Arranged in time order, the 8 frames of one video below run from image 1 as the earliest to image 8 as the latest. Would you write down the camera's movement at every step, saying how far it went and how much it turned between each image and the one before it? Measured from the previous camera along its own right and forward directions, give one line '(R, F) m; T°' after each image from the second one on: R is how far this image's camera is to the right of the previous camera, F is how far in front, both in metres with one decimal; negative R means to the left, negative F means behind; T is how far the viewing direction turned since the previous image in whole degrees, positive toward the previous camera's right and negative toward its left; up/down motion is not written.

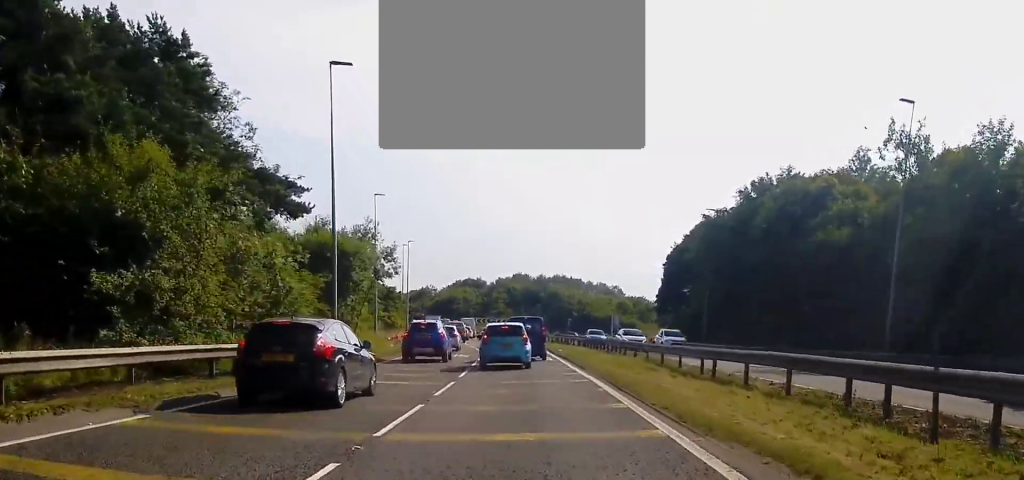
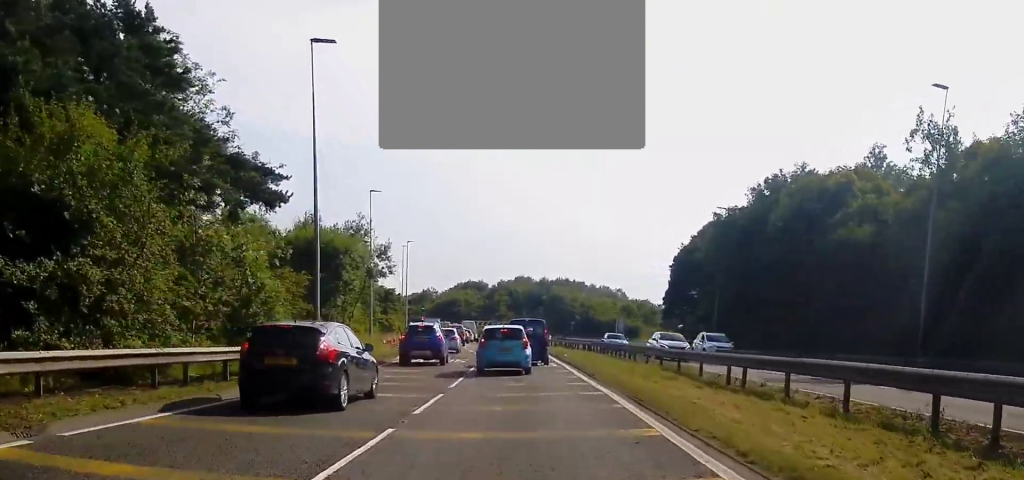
(0.0, +3.1) m; 0°
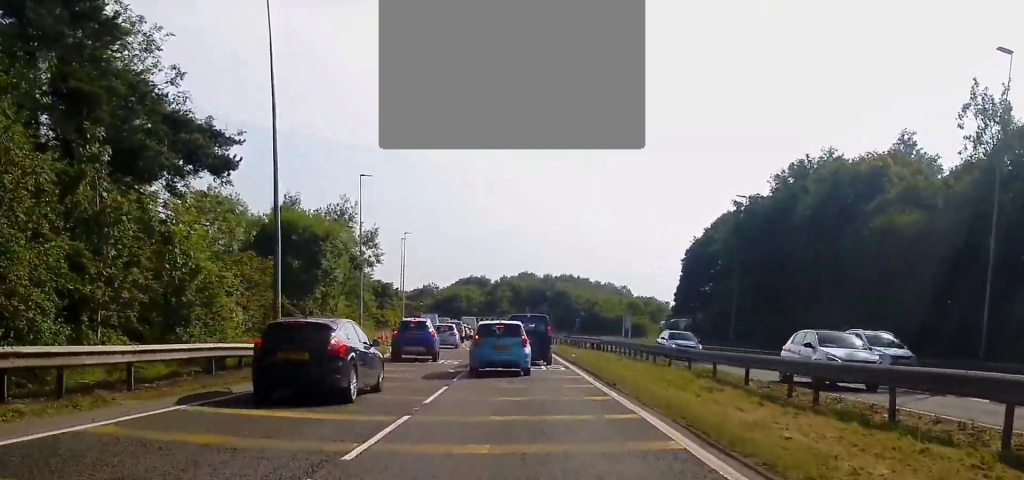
(+0.3, +5.0) m; 0°
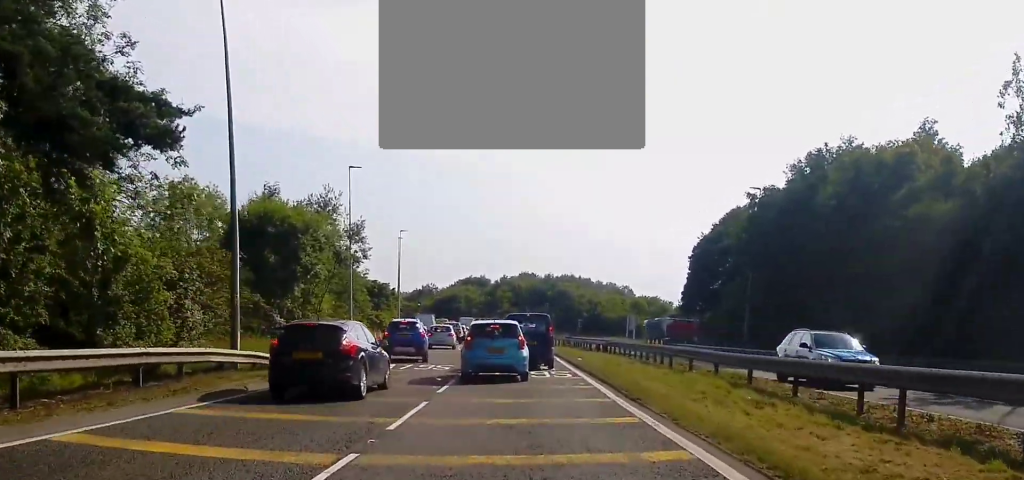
(-0.2, +3.5) m; -1°
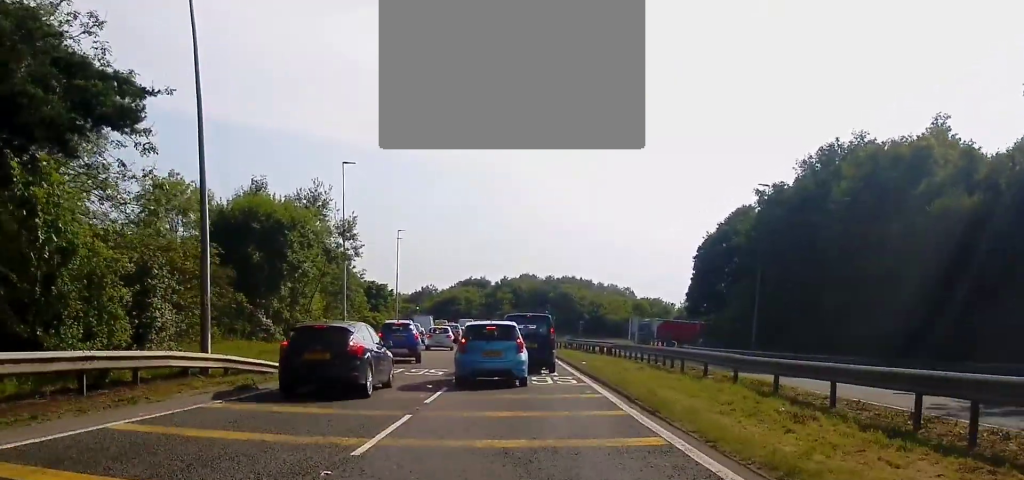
(-0.1, +2.2) m; 0°
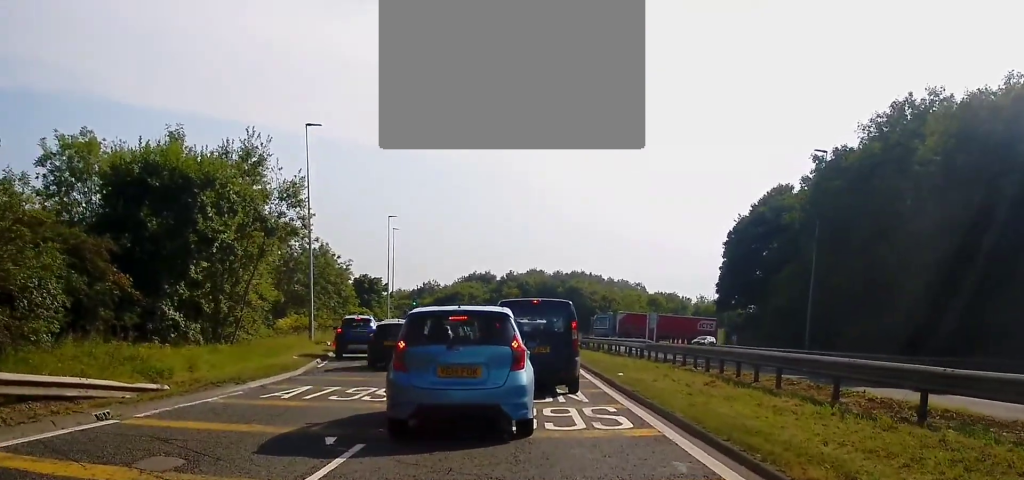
(0.0, +9.2) m; +1°
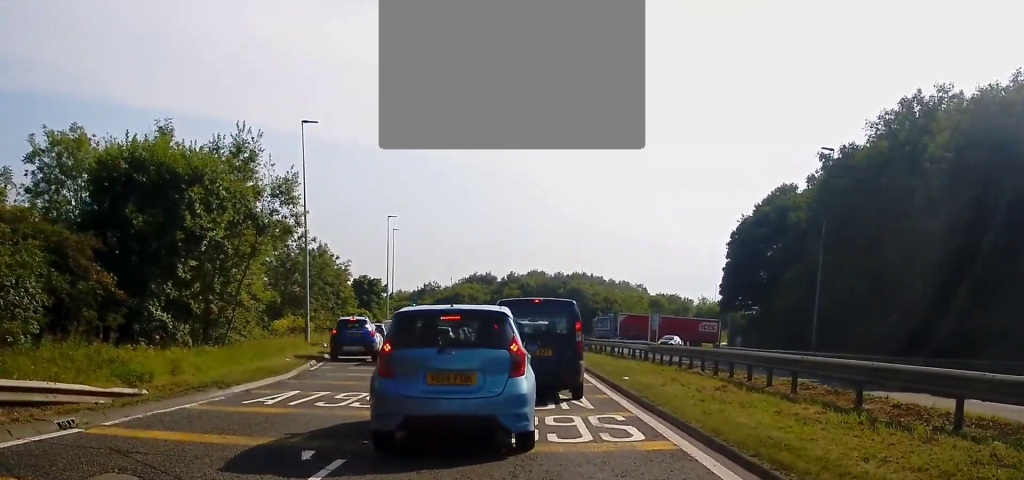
(+0.1, +0.8) m; 0°
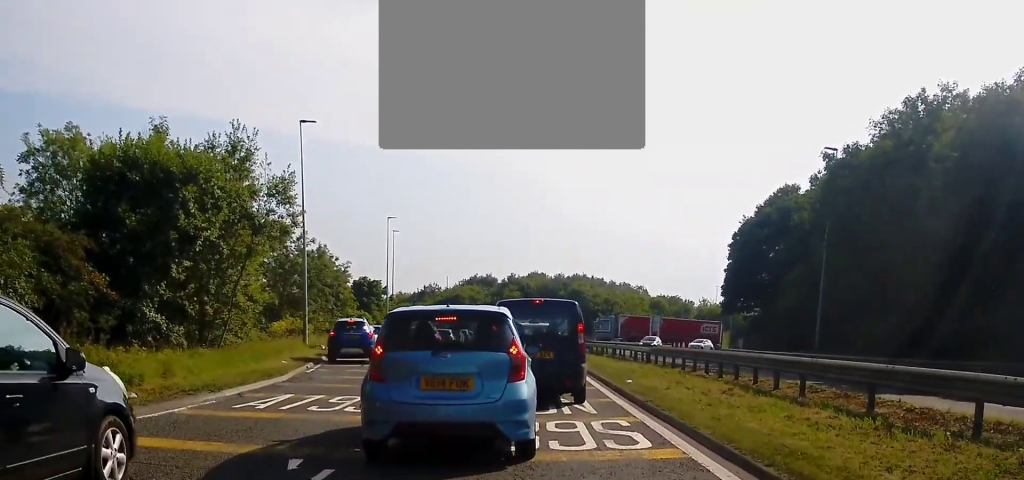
(0.0, +0.2) m; 0°
